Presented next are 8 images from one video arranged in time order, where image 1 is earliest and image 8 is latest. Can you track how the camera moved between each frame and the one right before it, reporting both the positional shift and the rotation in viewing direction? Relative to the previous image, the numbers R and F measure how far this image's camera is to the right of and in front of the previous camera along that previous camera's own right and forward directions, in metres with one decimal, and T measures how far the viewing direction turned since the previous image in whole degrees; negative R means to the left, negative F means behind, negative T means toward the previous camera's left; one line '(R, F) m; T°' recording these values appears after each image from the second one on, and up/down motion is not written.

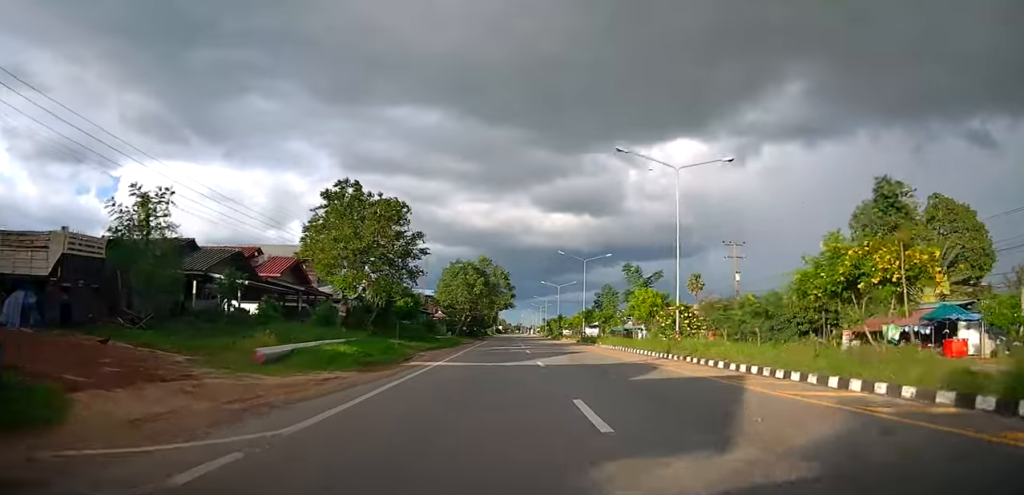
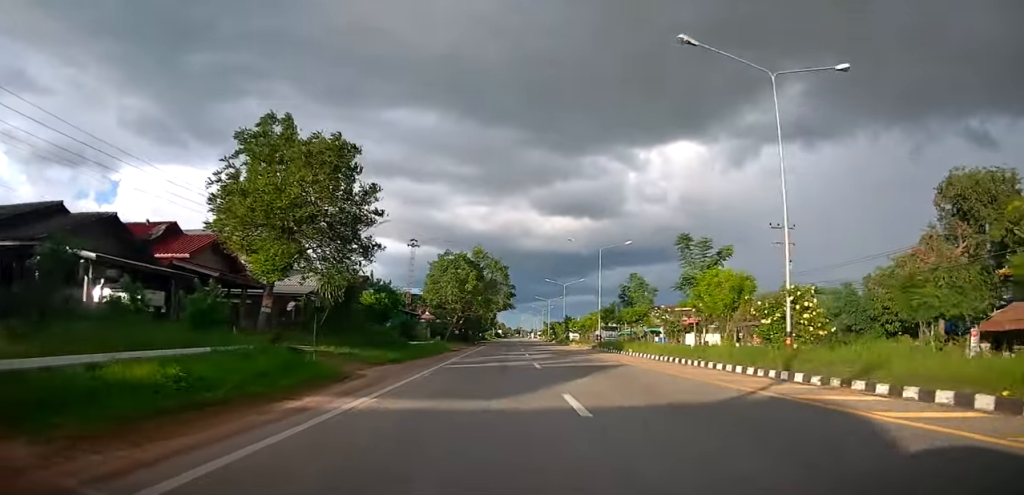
(-0.4, +11.0) m; 0°
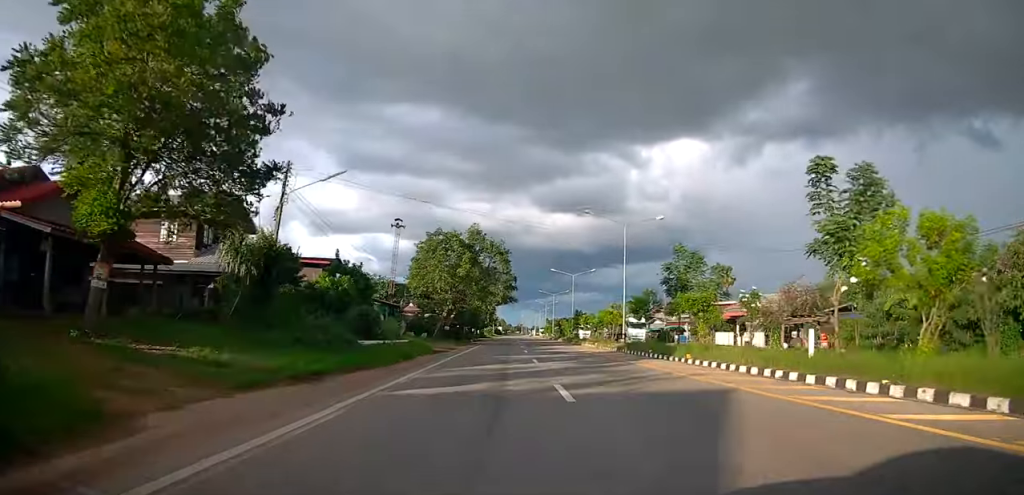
(-0.1, +10.4) m; +1°
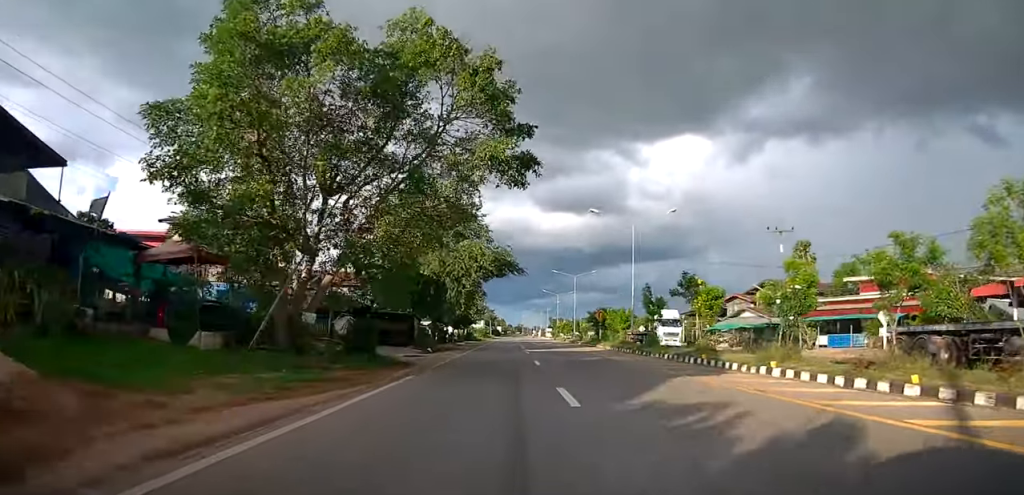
(+1.0, +37.1) m; +2°
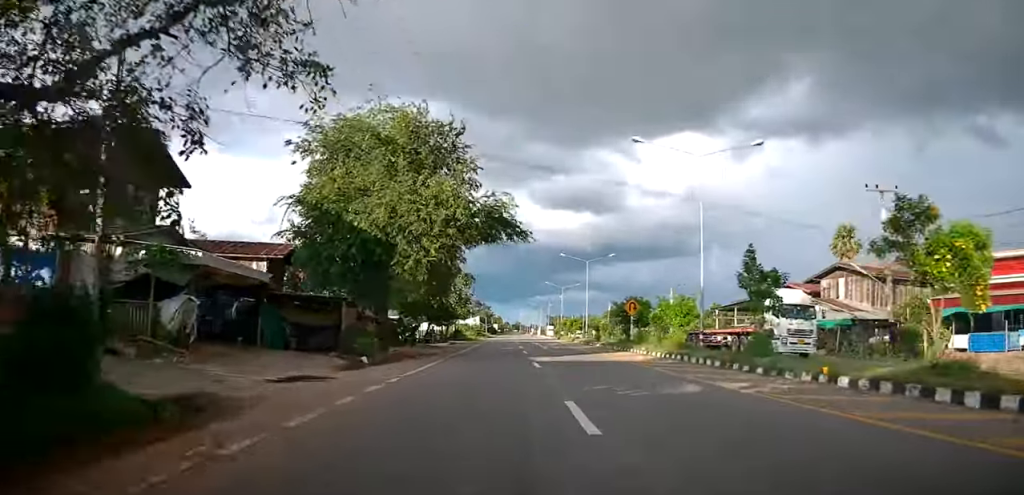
(+0.1, +14.6) m; 0°
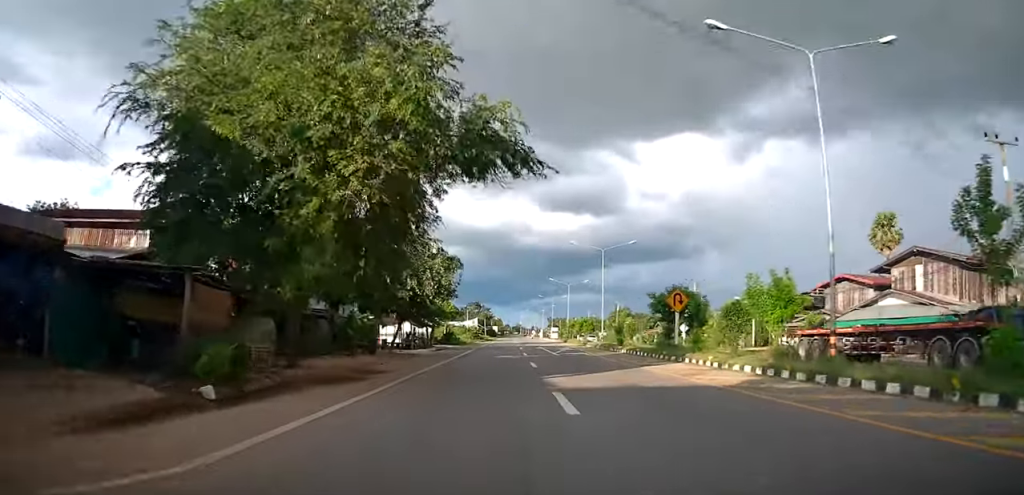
(0.0, +10.3) m; 0°
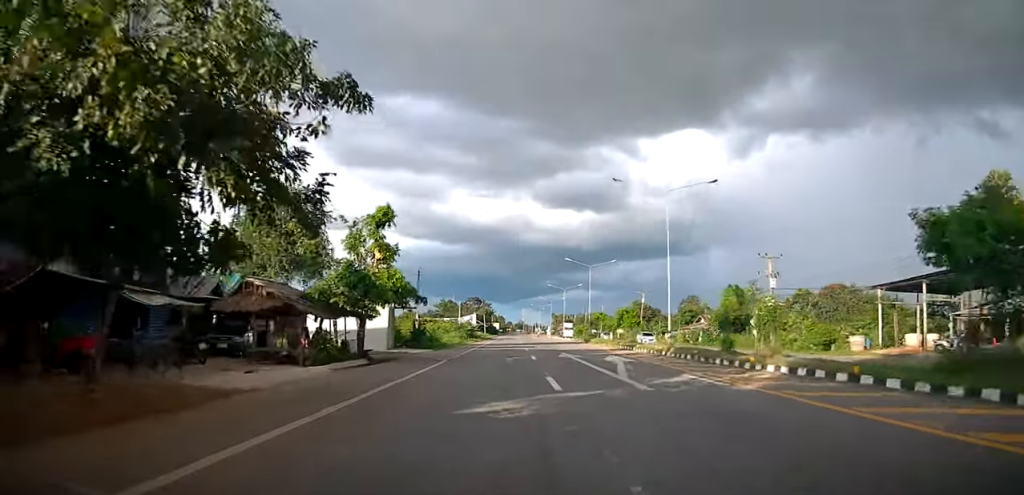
(0.0, +21.0) m; 0°
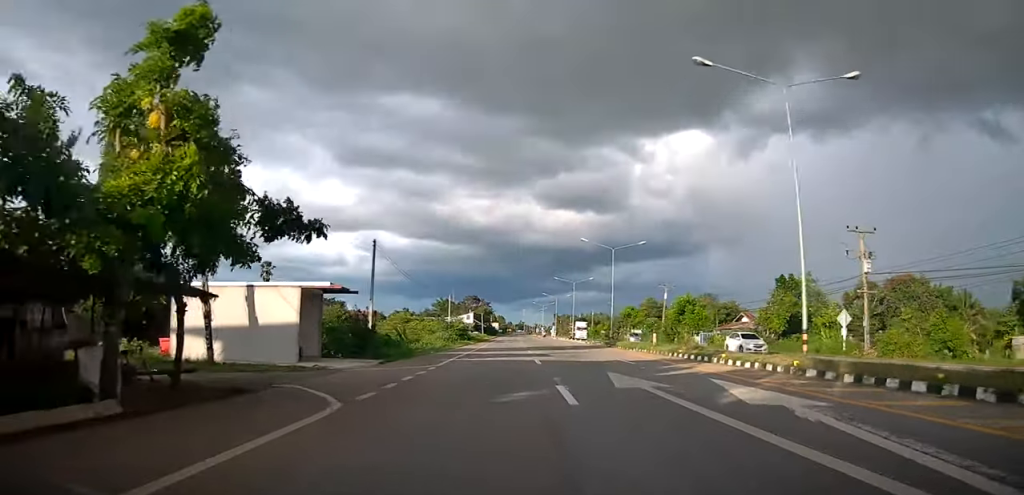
(+0.1, +14.5) m; 0°
